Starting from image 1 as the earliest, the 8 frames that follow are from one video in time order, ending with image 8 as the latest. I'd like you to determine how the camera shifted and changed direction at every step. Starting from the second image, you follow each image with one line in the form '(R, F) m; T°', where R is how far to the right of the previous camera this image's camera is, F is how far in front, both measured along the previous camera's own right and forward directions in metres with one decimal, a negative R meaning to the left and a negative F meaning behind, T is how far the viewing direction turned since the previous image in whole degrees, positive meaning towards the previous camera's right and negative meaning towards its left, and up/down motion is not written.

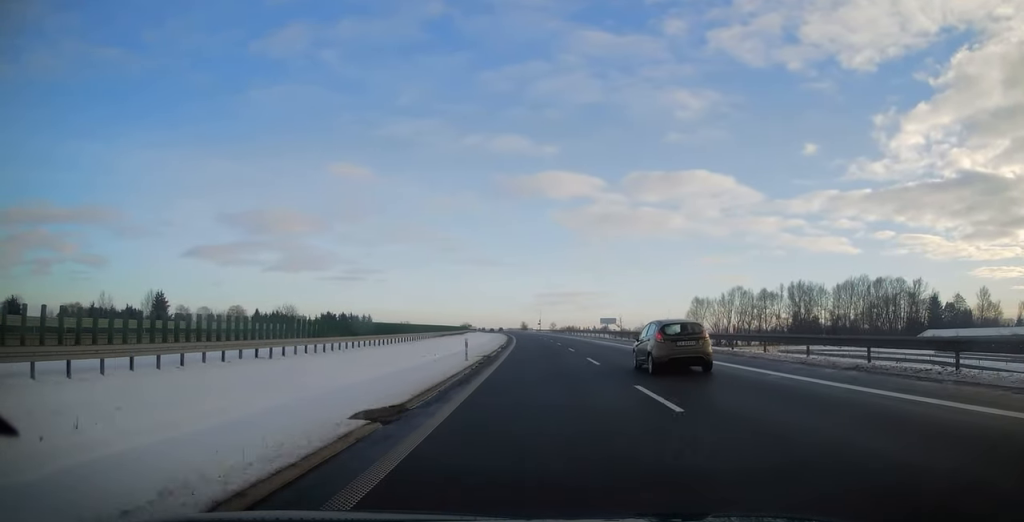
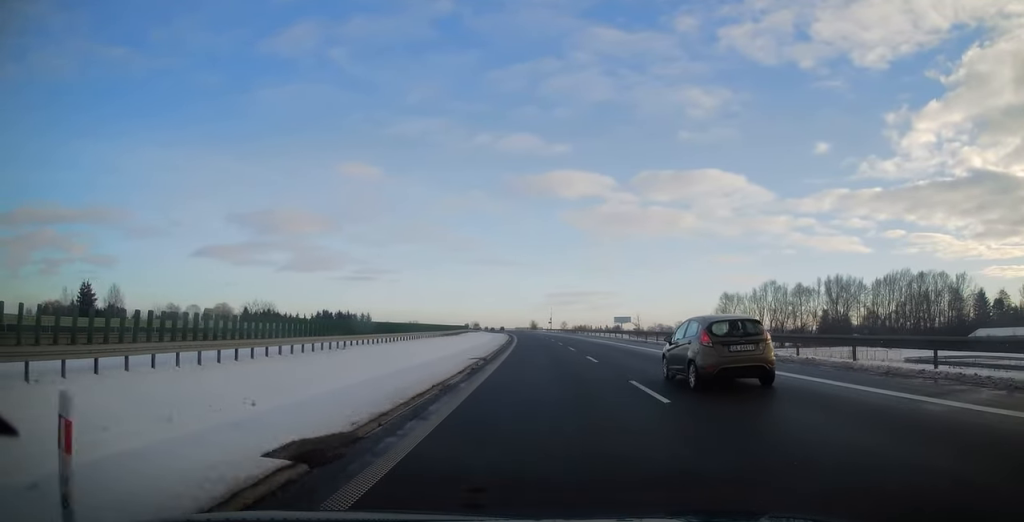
(-0.1, +22.9) m; -1°
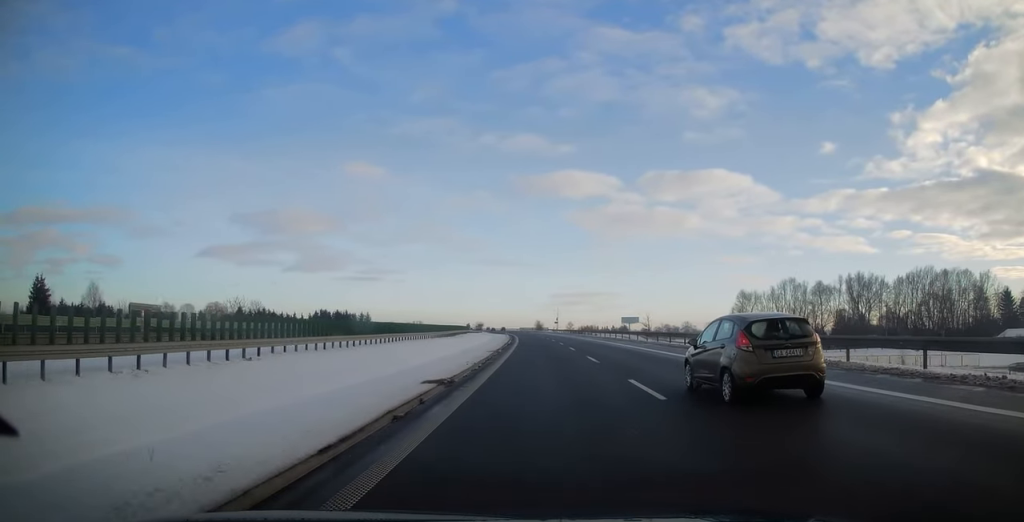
(+0.2, +11.5) m; -1°
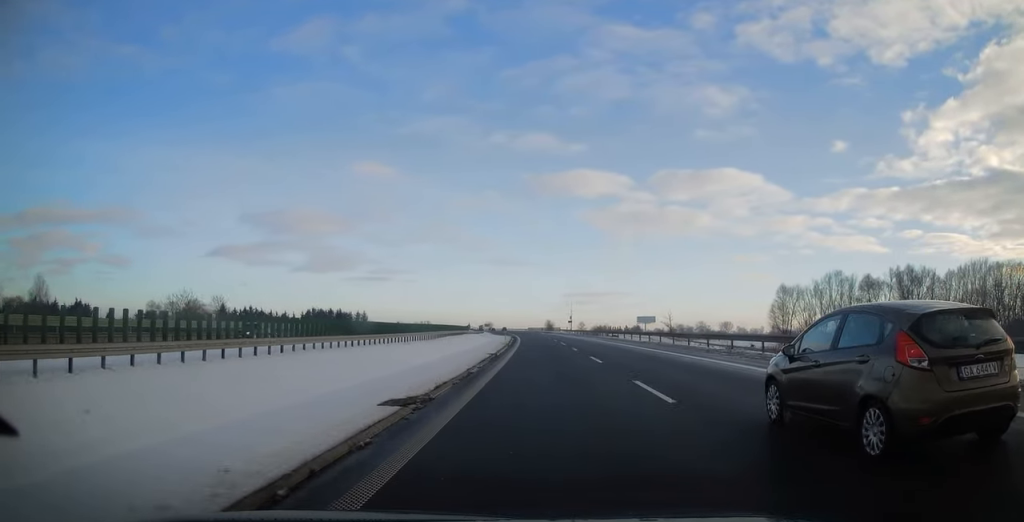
(-0.6, +24.3) m; -1°
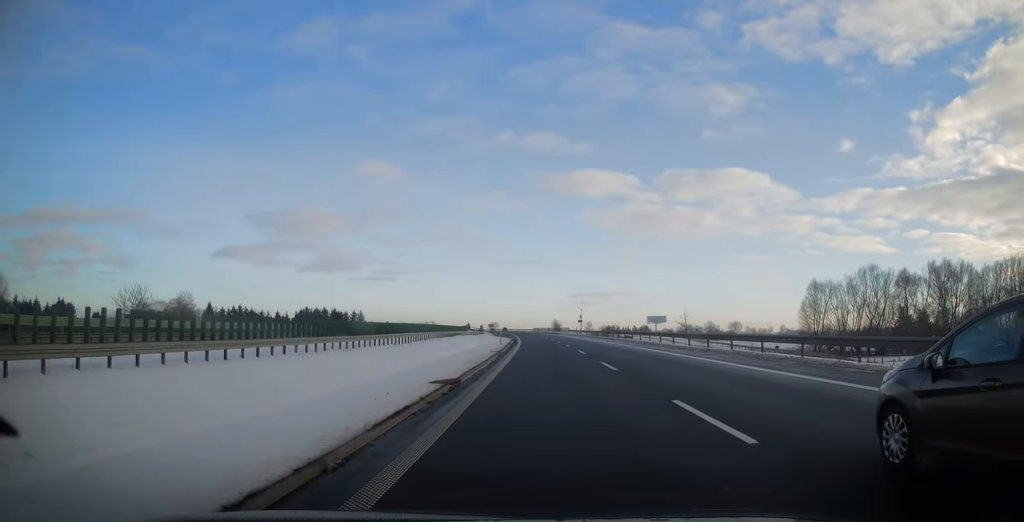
(-0.1, +15.7) m; -1°
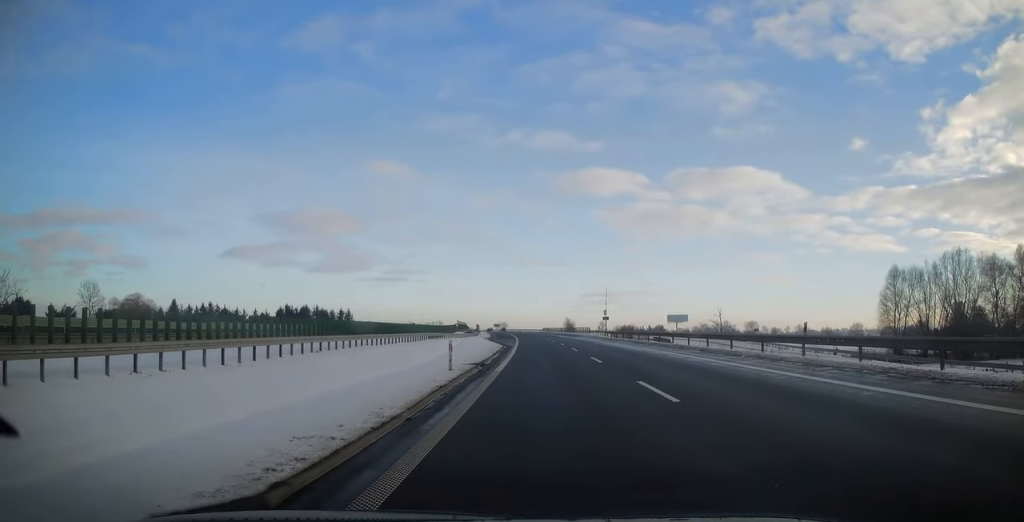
(-0.2, +31.9) m; -1°
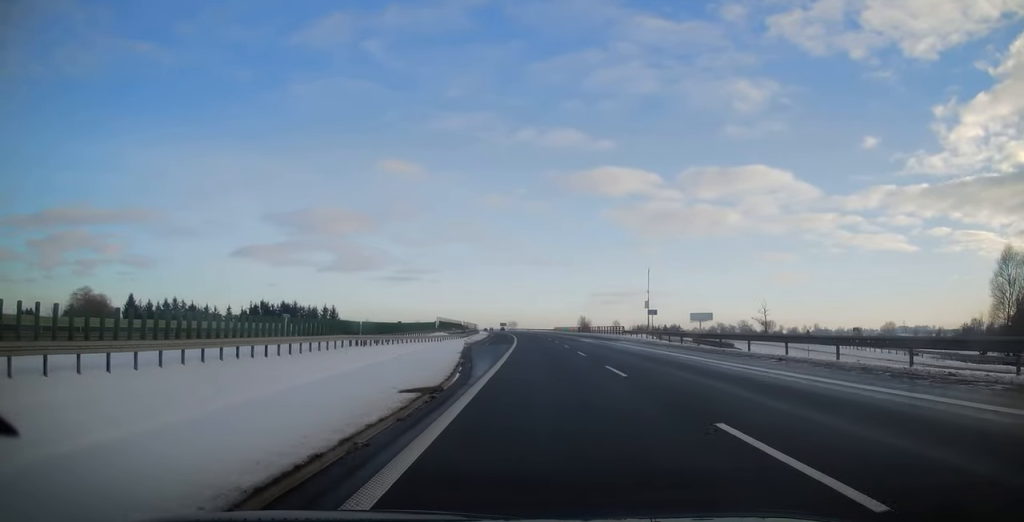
(-0.6, +30.5) m; -2°
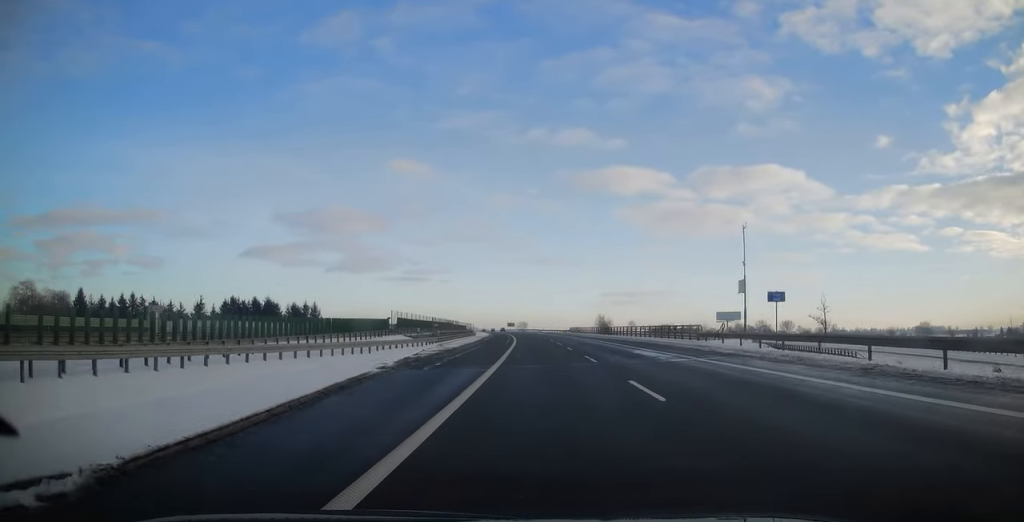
(-0.3, +29.1) m; -1°
